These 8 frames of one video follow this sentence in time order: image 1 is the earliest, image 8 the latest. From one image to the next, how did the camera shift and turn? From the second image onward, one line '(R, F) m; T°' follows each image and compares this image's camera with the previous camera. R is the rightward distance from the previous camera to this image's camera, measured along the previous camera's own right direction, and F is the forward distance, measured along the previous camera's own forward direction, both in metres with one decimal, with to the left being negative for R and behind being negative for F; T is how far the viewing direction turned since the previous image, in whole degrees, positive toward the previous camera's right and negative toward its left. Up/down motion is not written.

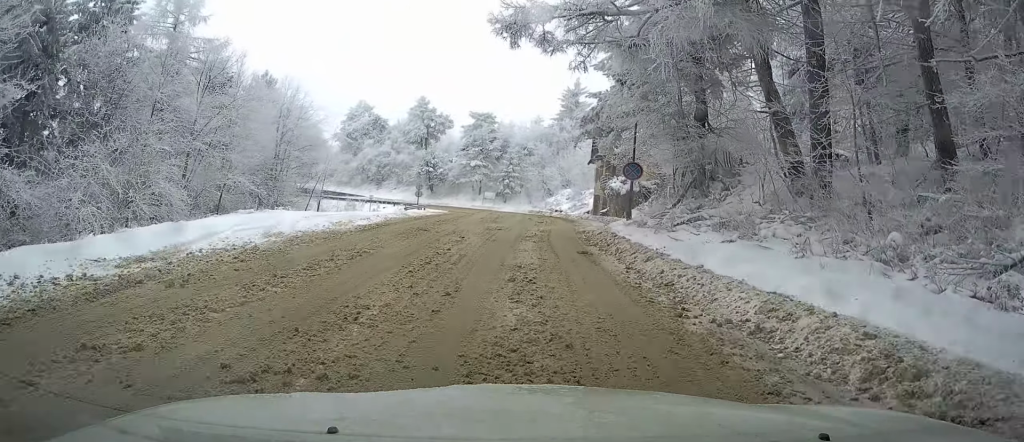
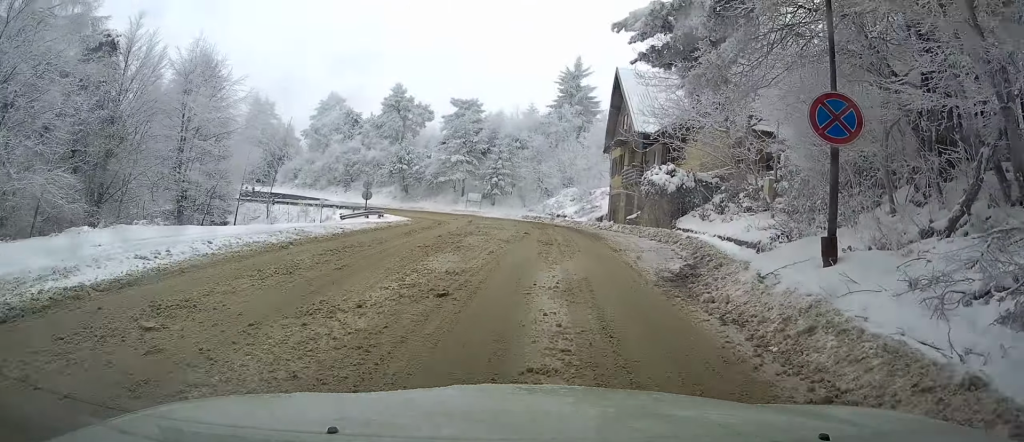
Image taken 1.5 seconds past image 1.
(+0.3, +14.7) m; 0°
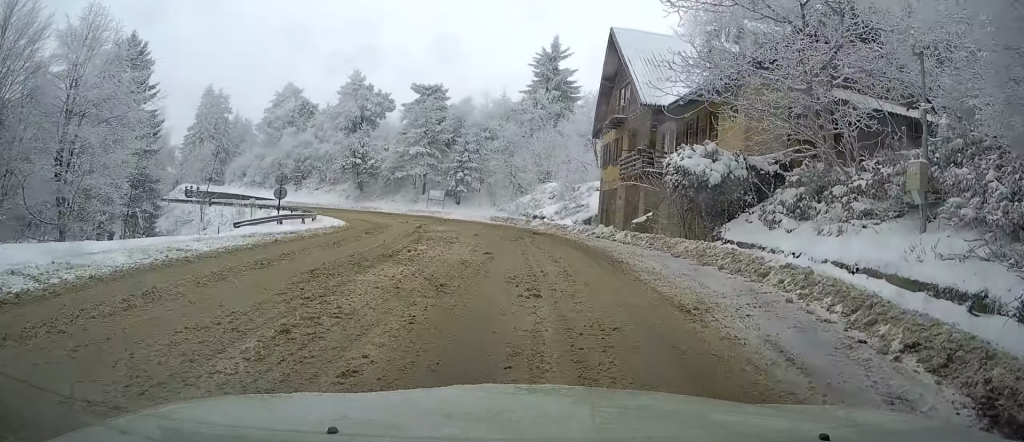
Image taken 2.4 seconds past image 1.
(-0.2, +9.4) m; -3°
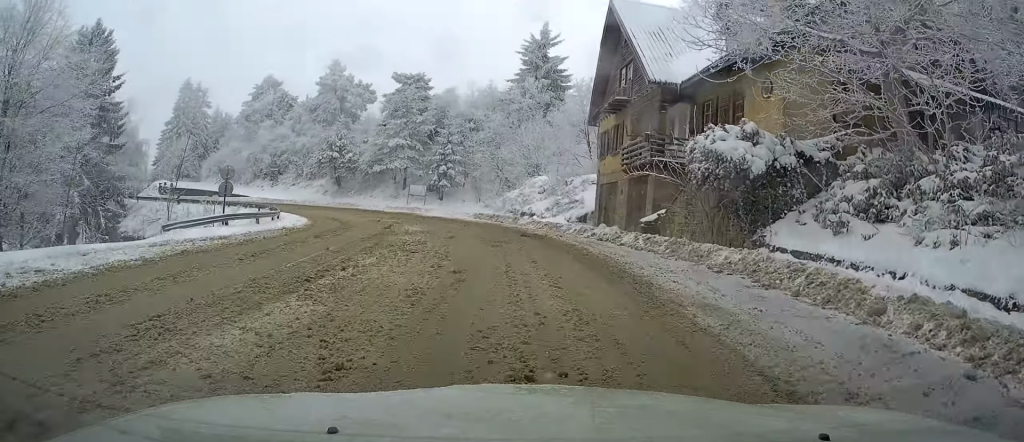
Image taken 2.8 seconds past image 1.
(-0.2, +4.2) m; -1°
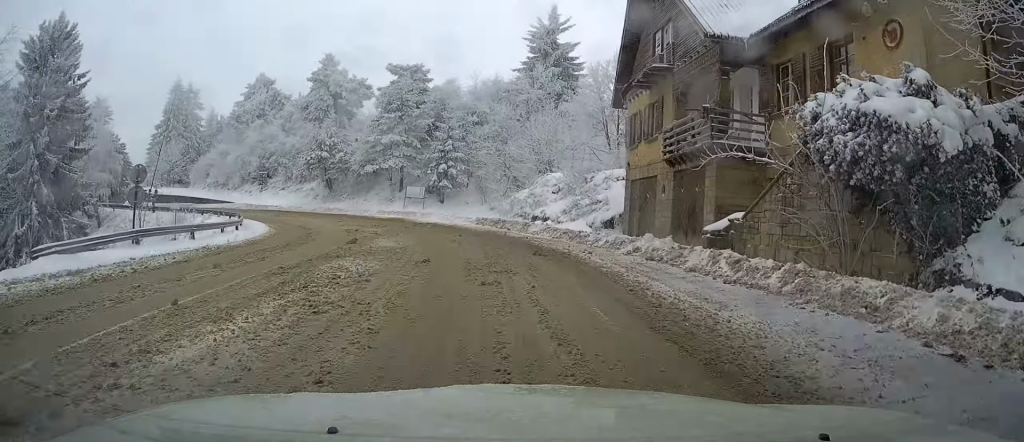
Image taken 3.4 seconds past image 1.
(-0.1, +6.5) m; -1°
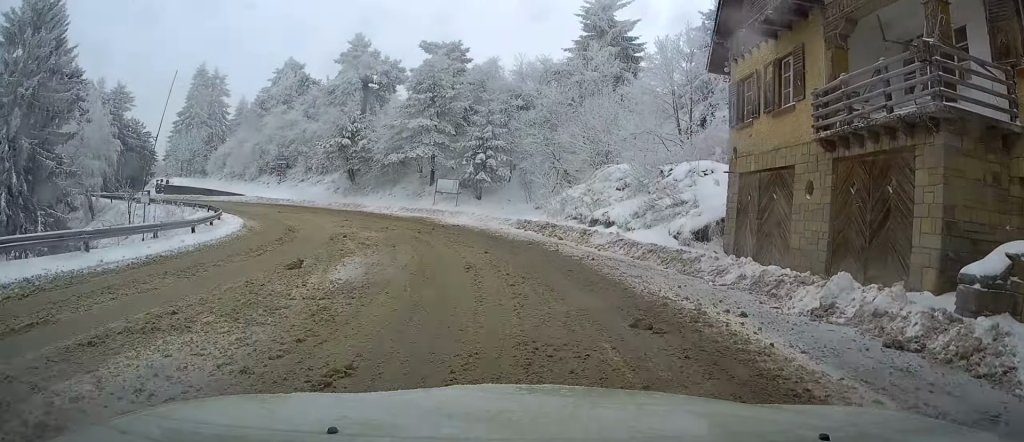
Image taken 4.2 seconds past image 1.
(+0.1, +7.9) m; 0°
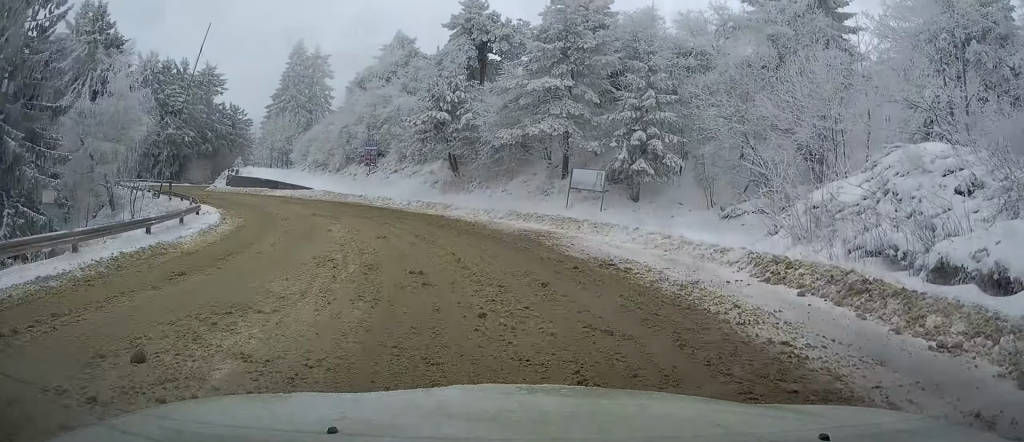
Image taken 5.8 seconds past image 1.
(-0.4, +14.3) m; -9°
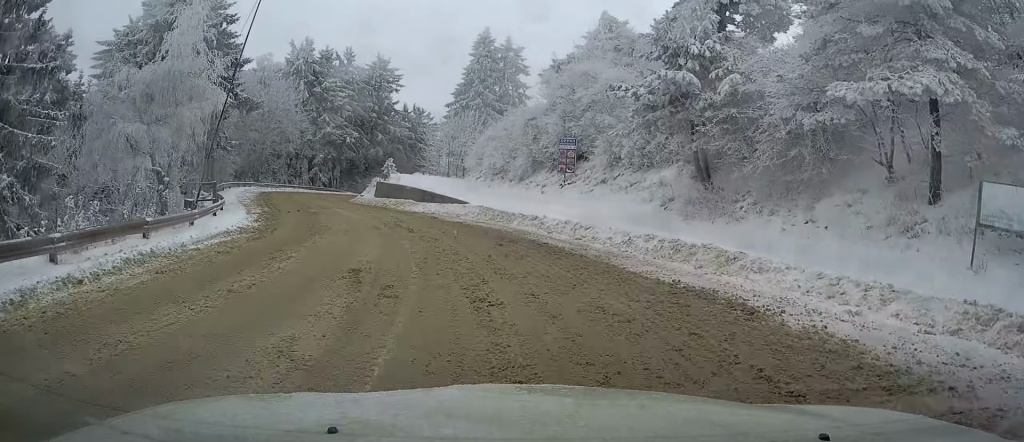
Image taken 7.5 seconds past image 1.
(-3.3, +13.5) m; -26°
